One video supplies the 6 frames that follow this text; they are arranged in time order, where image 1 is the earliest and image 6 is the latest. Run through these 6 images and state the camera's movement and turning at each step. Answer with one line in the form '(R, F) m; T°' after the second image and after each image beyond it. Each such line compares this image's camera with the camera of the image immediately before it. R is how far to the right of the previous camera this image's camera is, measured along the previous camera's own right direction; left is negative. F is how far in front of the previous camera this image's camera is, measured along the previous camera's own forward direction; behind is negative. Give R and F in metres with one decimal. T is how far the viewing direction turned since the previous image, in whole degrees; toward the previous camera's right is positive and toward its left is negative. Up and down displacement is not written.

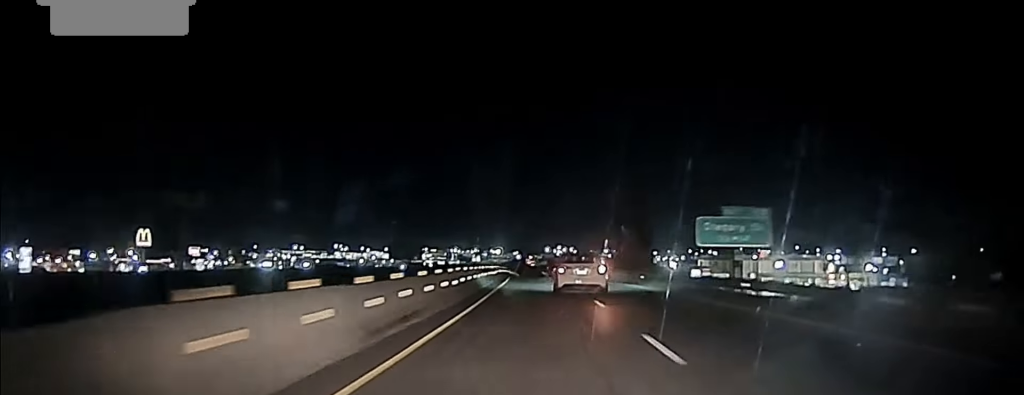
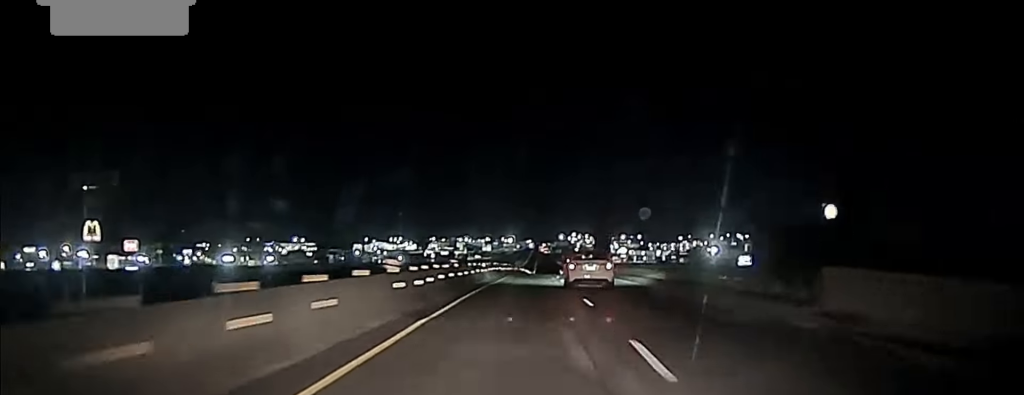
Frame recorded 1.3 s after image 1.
(-0.1, +46.3) m; 0°
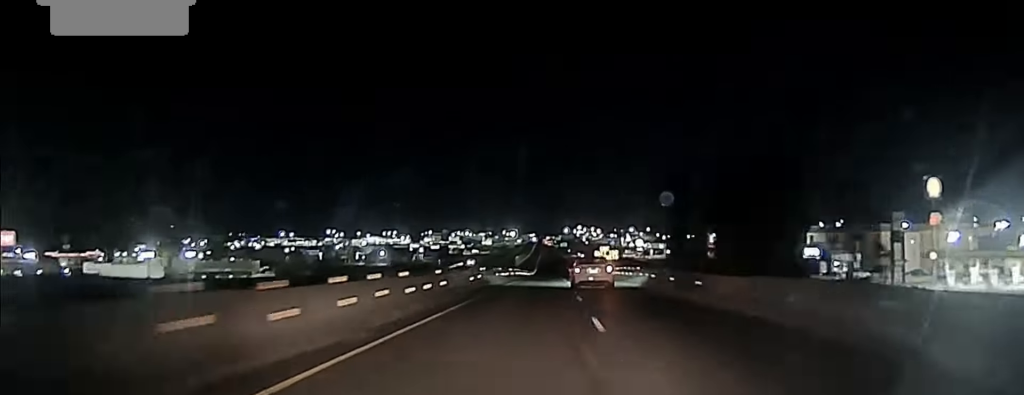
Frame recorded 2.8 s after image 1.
(+0.1, +55.4) m; 0°
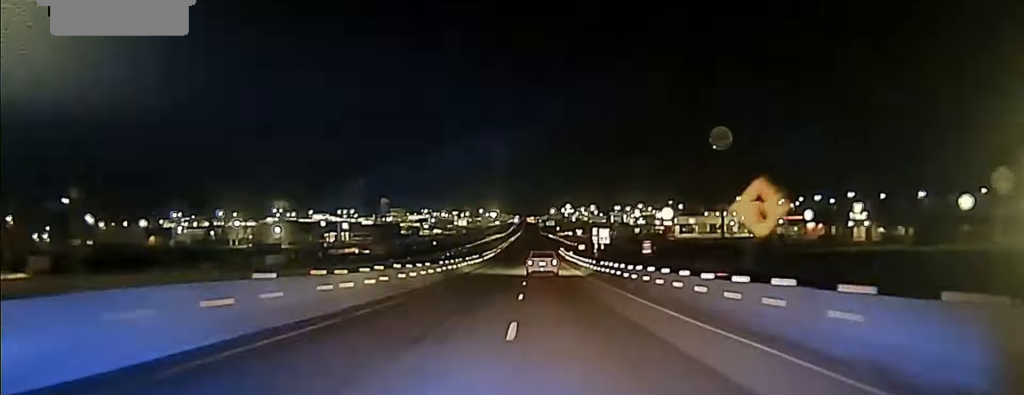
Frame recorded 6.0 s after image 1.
(+1.1, +131.9) m; 0°
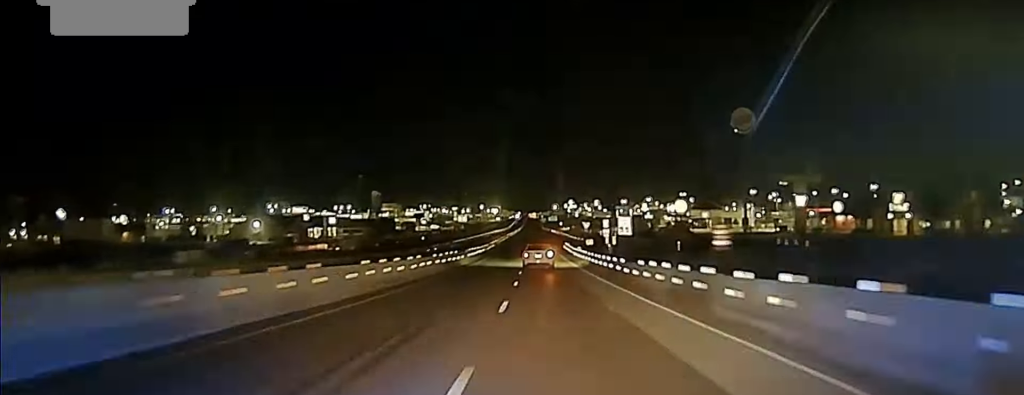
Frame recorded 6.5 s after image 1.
(-0.1, +16.7) m; 0°
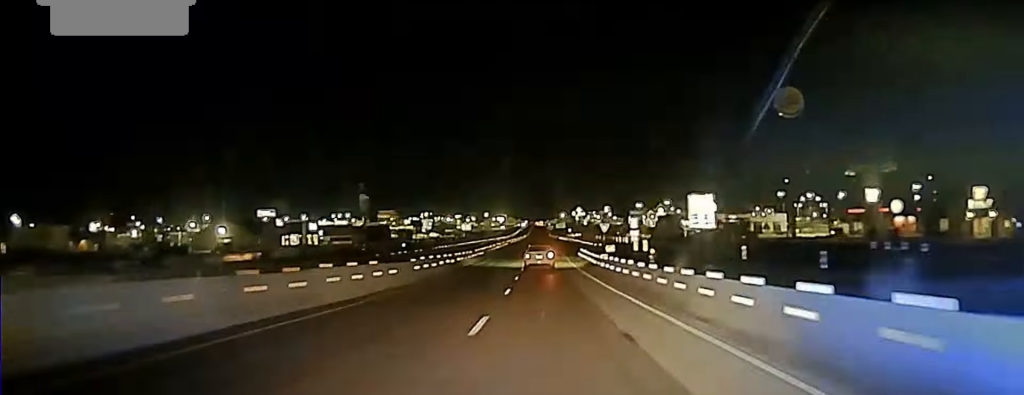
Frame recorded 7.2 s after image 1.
(-0.1, +24.5) m; 0°
